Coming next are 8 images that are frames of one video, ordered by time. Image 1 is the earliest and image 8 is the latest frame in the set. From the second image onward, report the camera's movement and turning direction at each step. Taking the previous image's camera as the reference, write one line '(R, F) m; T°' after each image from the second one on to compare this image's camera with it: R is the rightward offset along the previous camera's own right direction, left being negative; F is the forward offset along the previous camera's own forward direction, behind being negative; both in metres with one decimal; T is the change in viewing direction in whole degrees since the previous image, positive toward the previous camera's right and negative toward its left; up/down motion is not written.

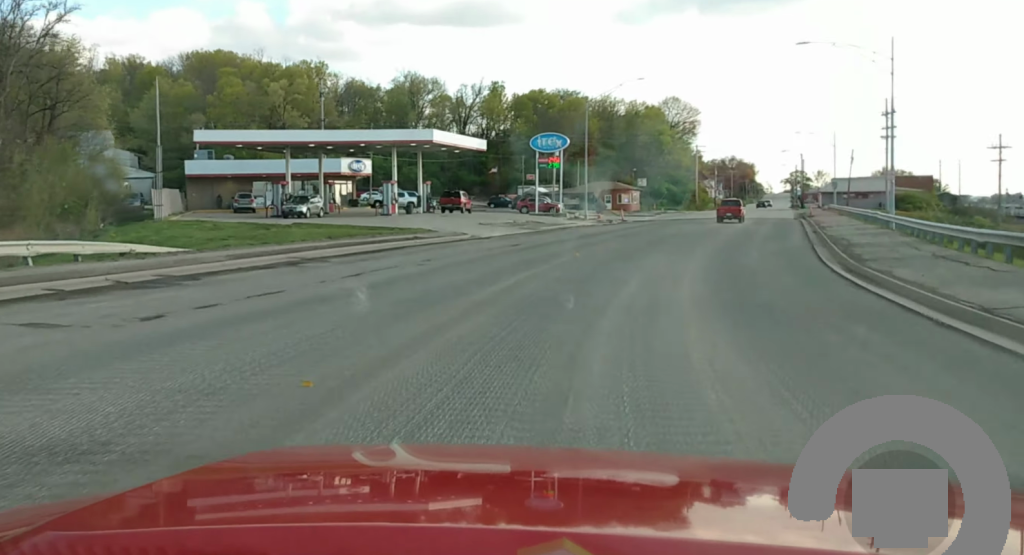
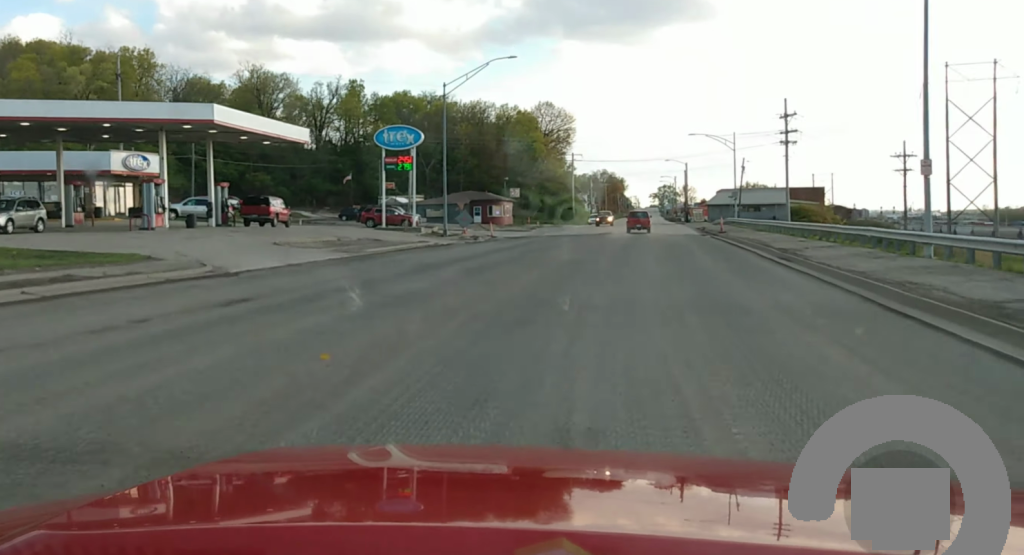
(+1.3, +21.4) m; +6°
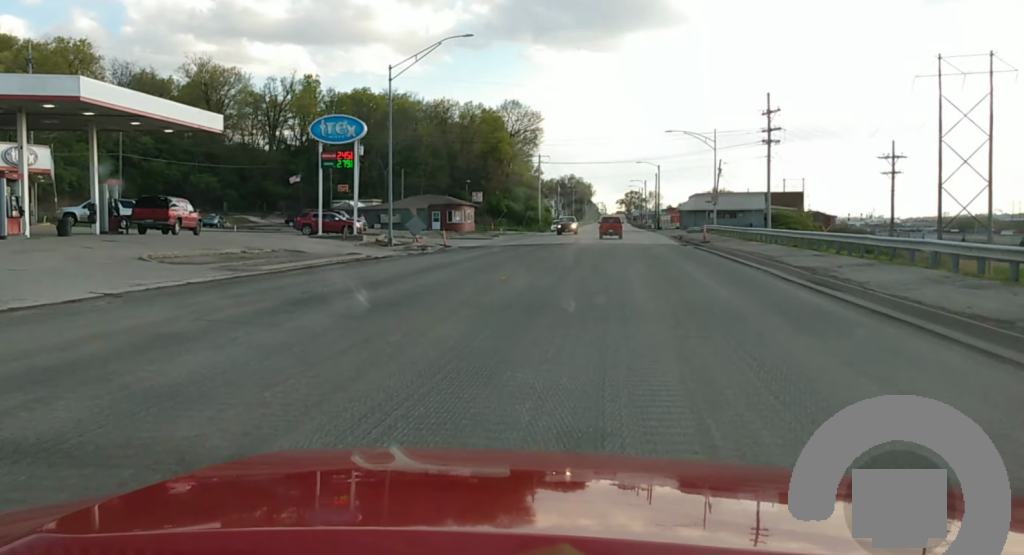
(0.0, +9.5) m; +2°
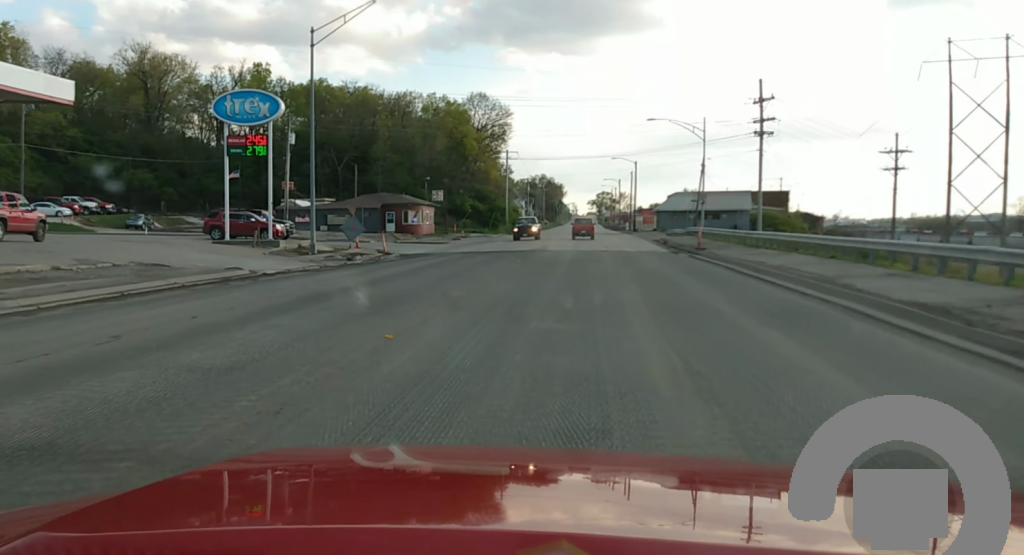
(+0.5, +11.4) m; +4°
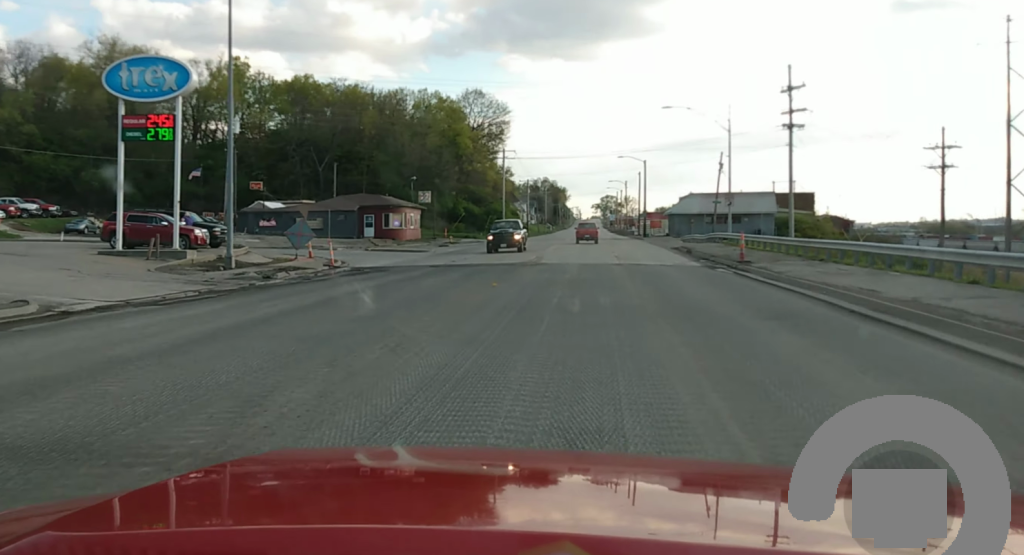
(+0.3, +11.2) m; +1°
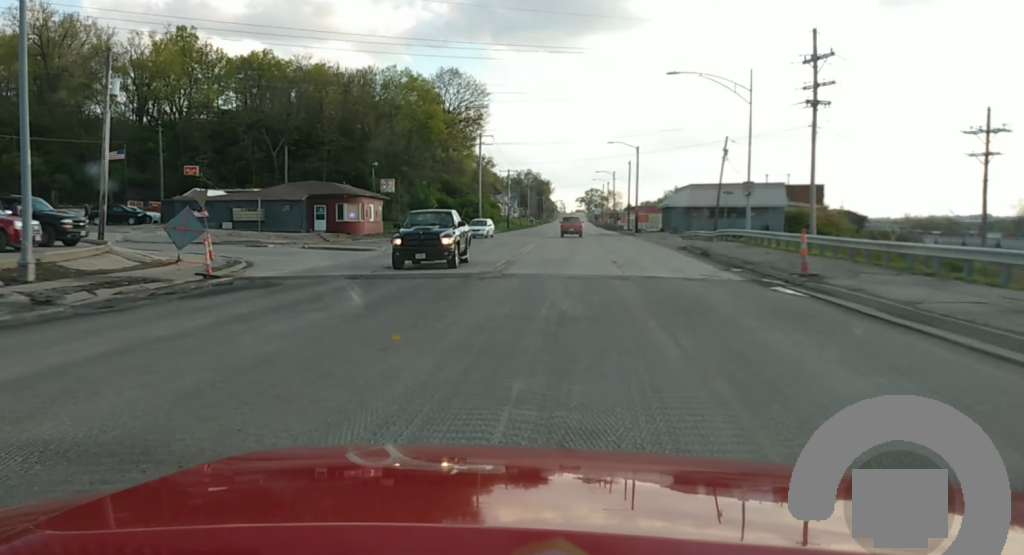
(0.0, +10.8) m; -1°
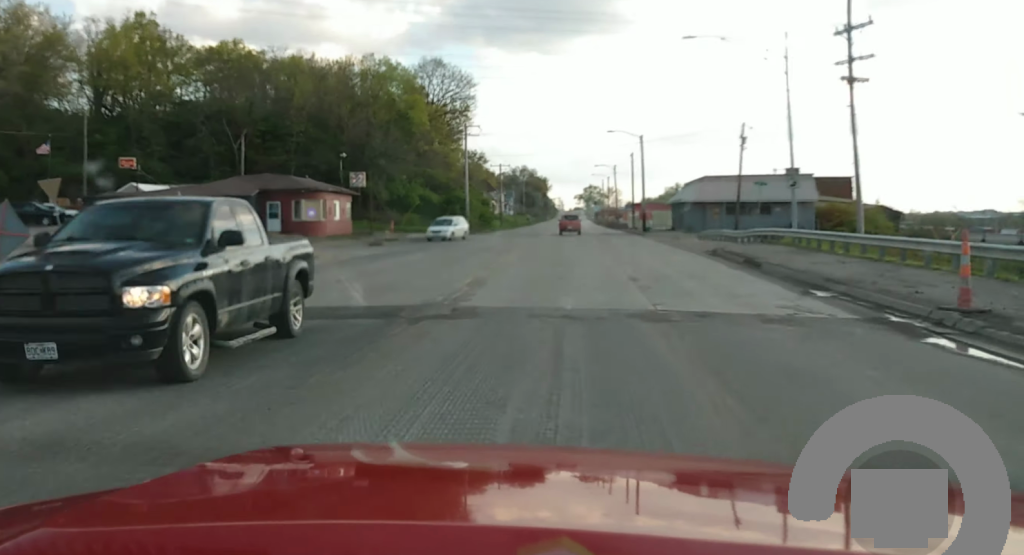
(-0.1, +8.6) m; -1°
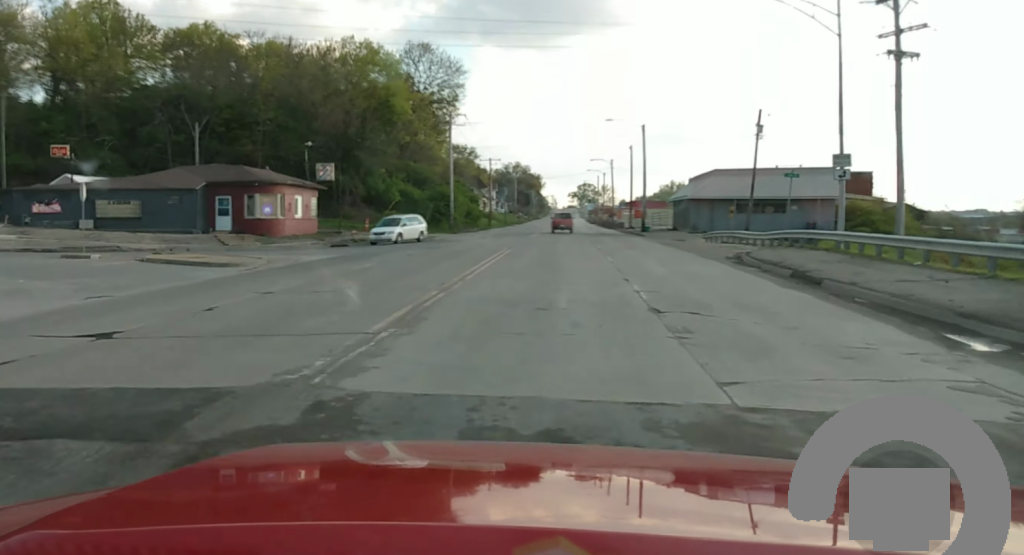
(0.0, +7.6) m; 0°
